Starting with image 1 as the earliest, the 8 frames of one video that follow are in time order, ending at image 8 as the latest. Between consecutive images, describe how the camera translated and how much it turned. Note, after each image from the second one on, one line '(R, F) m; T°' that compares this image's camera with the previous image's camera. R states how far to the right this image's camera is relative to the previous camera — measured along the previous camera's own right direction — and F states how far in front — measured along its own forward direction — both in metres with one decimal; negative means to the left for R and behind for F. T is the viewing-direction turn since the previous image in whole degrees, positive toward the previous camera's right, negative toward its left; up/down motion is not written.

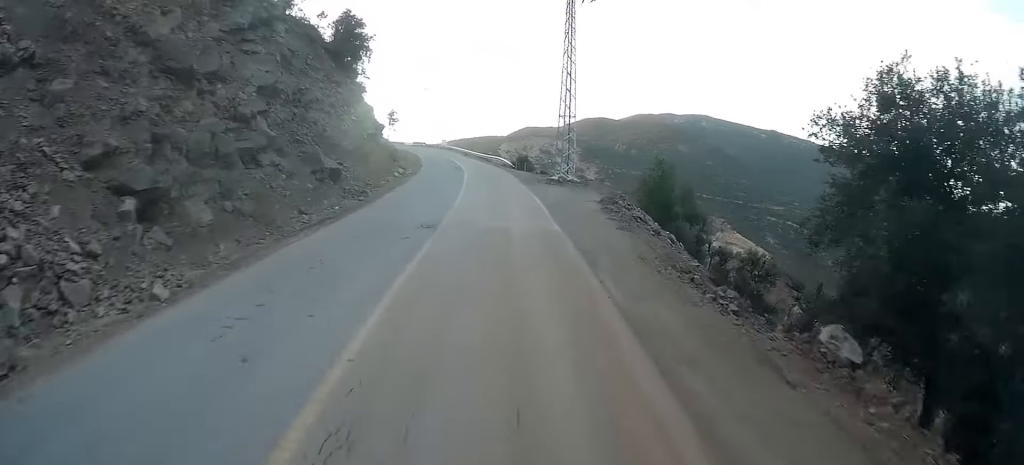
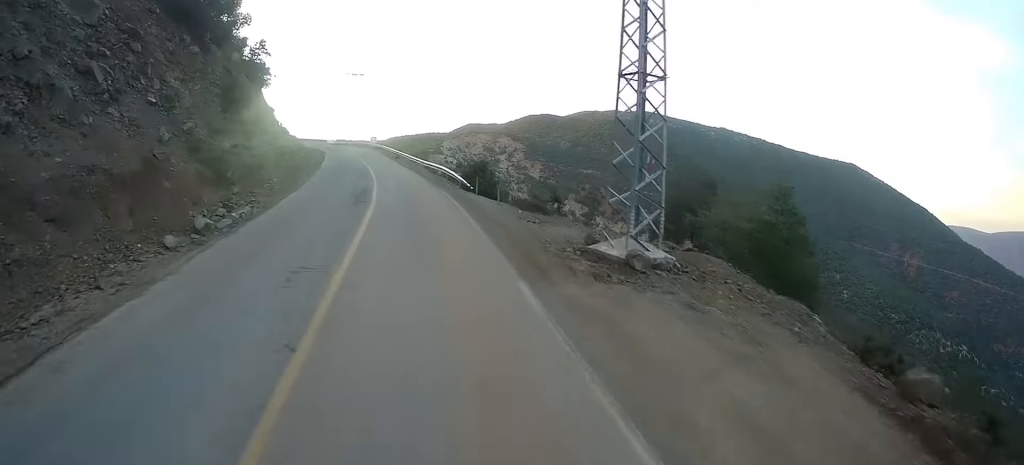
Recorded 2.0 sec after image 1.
(0.0, +22.2) m; -3°
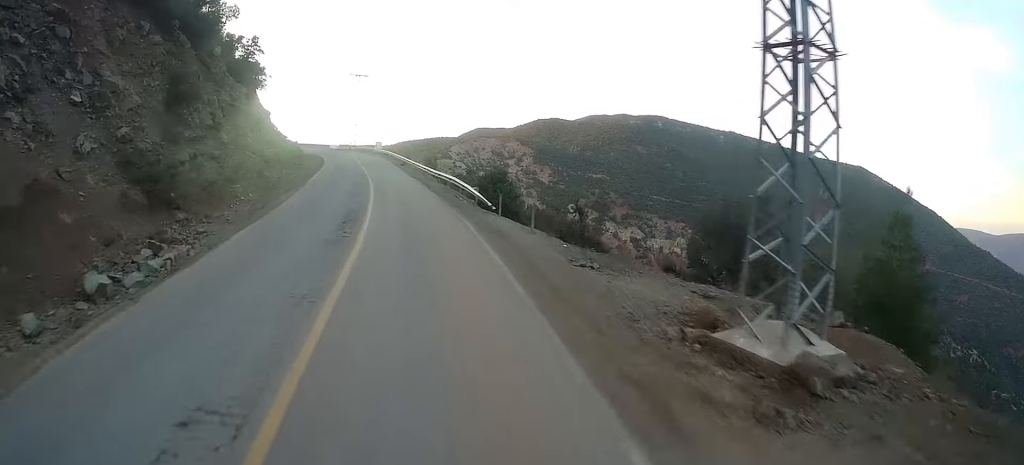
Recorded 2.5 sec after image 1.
(+0.1, +5.4) m; -2°
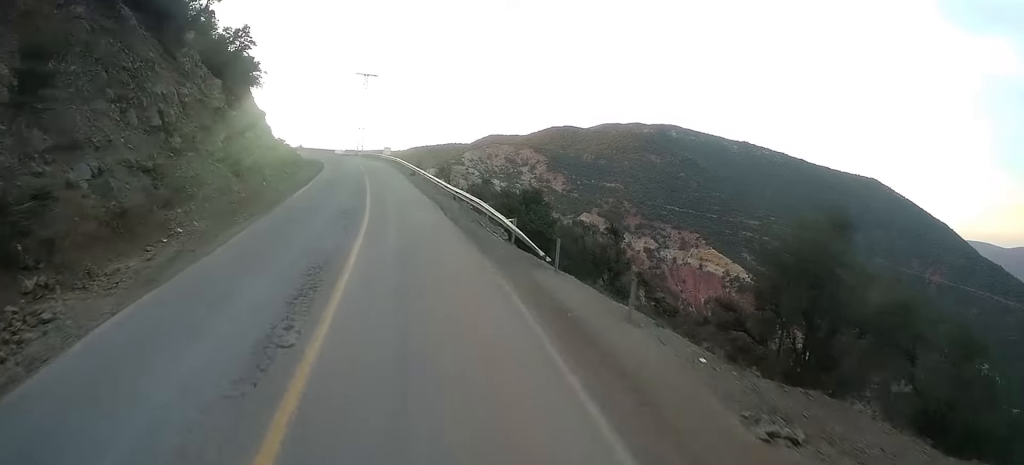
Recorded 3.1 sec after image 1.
(-0.4, +7.2) m; -2°
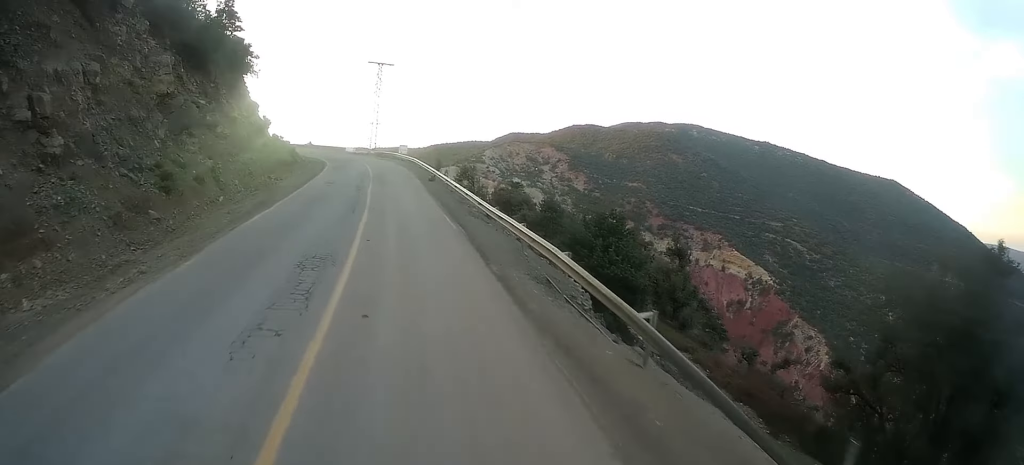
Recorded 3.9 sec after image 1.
(-0.2, +9.1) m; -2°
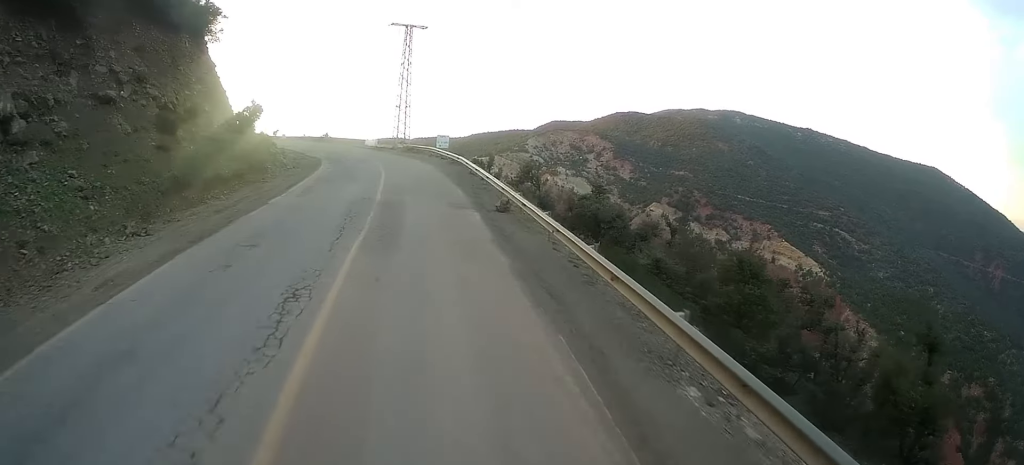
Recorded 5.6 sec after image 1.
(-0.1, +19.1) m; -2°
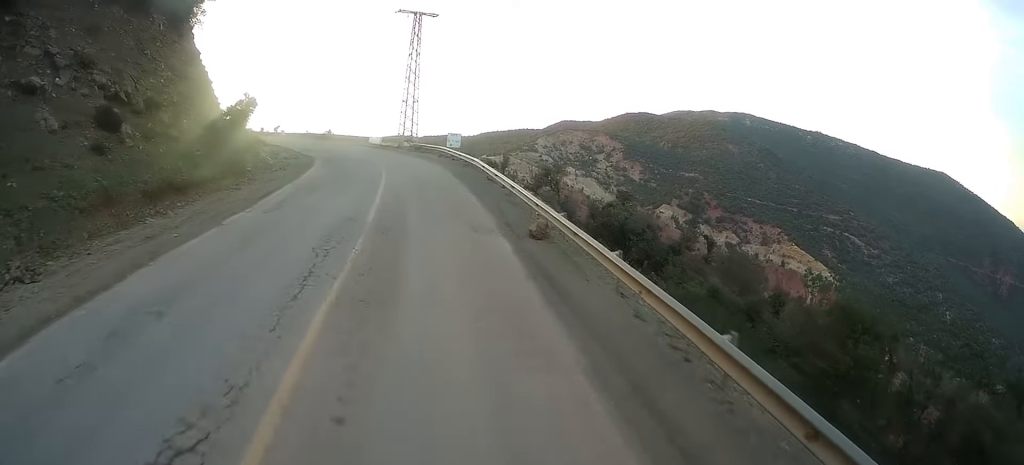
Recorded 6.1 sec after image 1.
(-0.1, +4.6) m; -1°
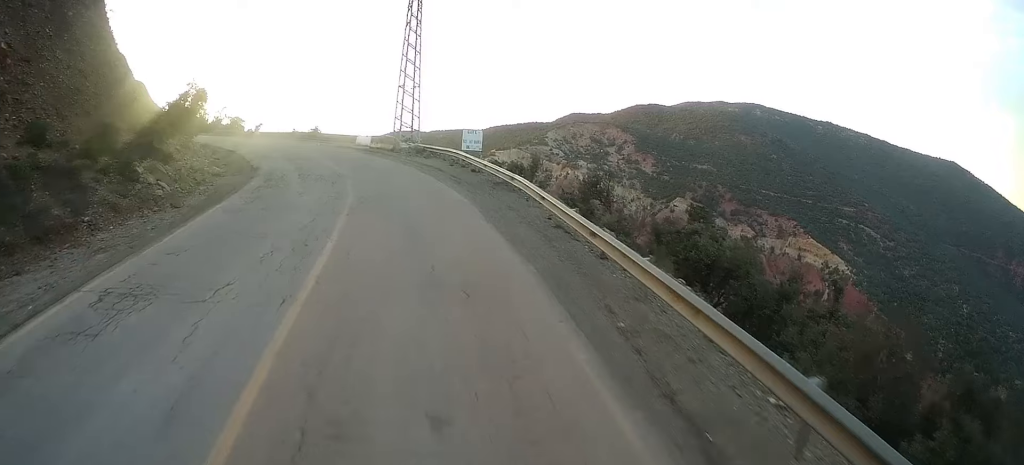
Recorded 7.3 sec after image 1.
(-0.2, +12.4) m; -1°
